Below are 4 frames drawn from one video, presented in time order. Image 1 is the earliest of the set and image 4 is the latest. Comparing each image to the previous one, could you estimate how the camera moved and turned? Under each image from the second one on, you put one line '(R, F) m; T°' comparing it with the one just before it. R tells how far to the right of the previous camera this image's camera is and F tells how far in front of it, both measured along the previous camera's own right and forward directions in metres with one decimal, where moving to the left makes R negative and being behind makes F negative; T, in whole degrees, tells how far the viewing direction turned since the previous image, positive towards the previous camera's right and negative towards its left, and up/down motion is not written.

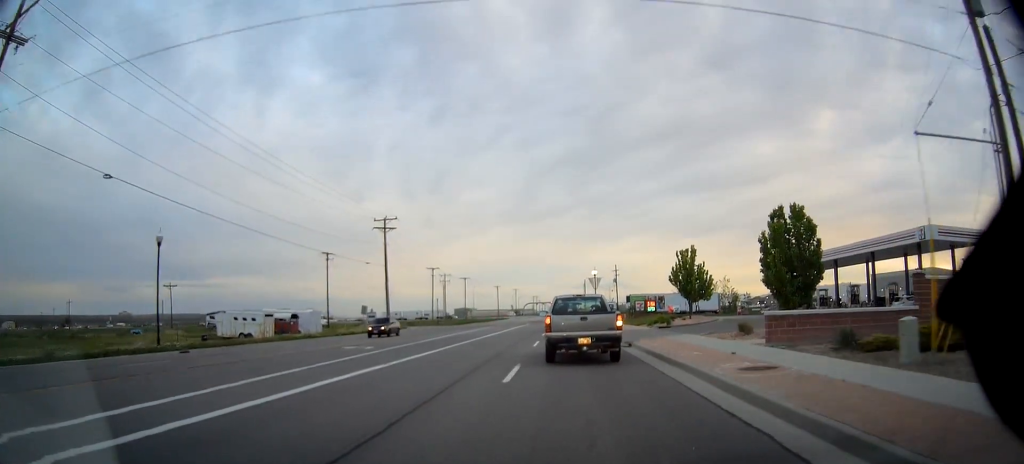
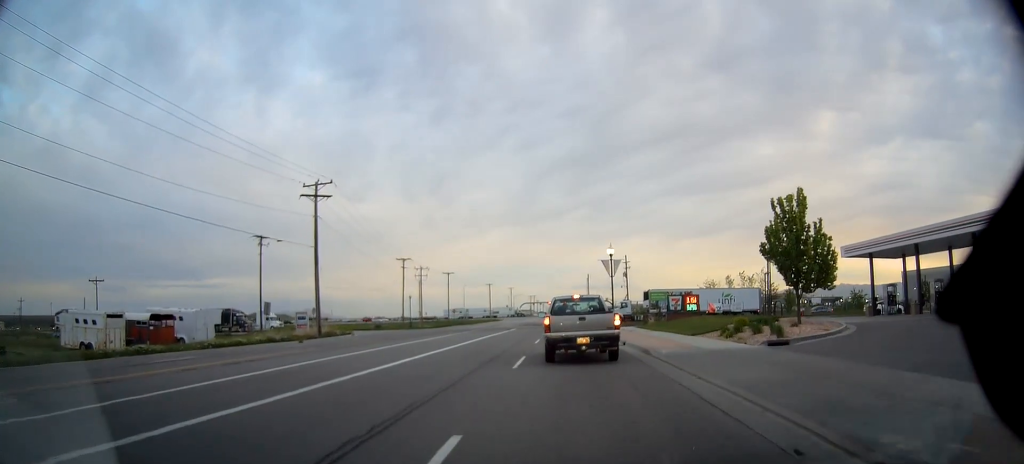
(0.0, +21.1) m; 0°
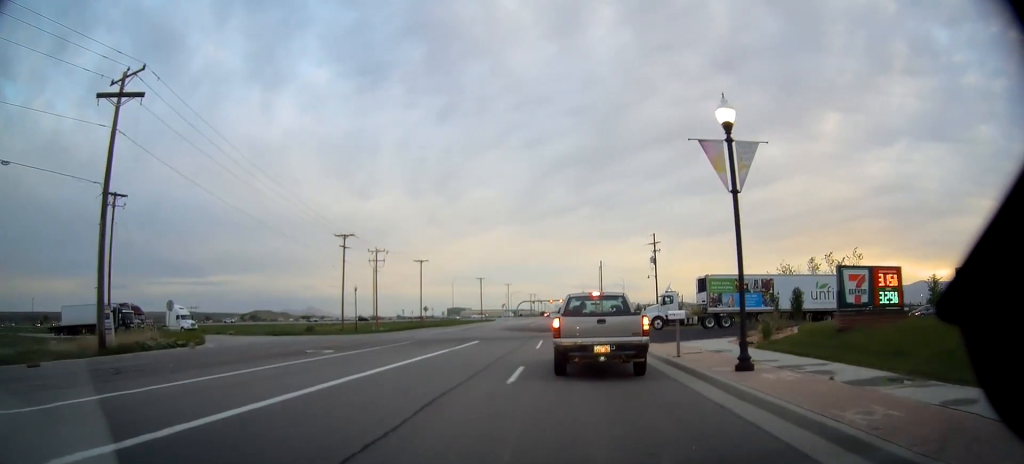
(0.0, +27.8) m; 0°
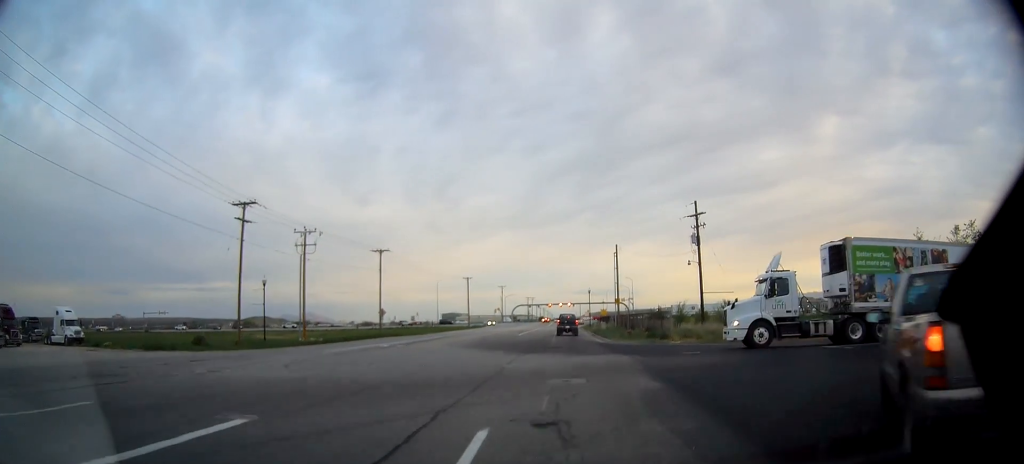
(0.0, +23.1) m; -3°
